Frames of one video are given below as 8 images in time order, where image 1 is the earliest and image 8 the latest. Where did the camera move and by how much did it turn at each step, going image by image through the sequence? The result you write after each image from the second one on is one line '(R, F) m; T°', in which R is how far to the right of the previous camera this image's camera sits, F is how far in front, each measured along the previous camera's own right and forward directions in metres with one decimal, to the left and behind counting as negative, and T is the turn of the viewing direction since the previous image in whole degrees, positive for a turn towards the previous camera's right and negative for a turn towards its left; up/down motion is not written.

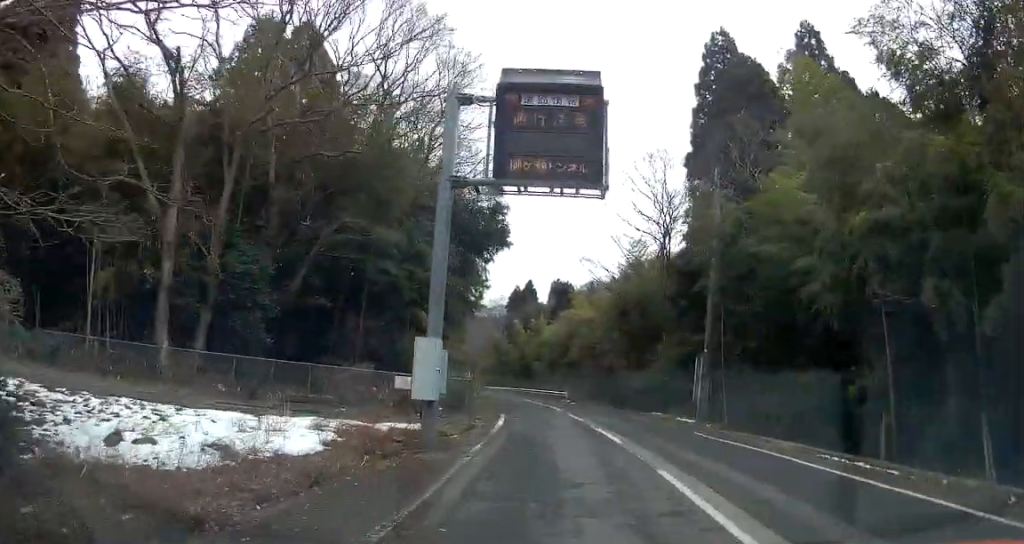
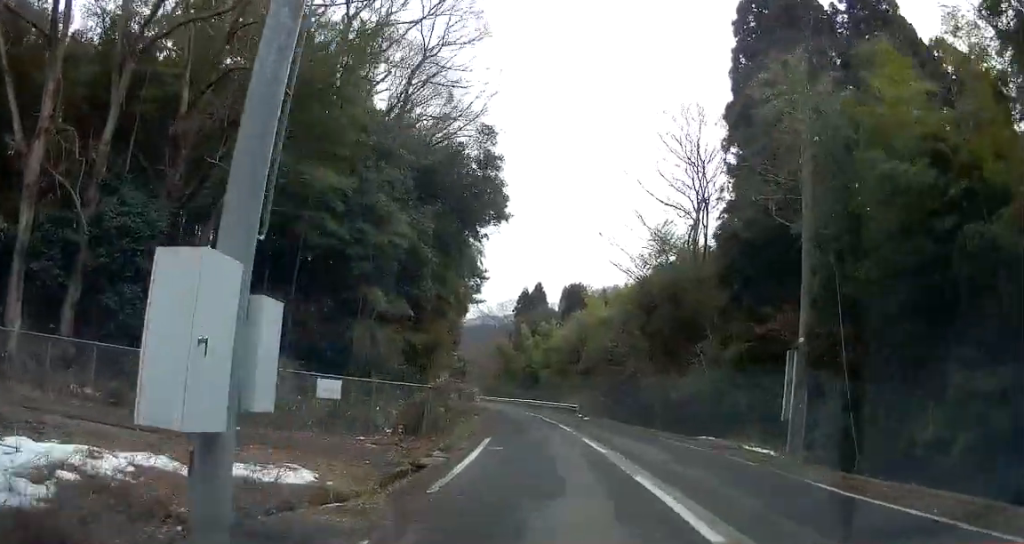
(-0.2, +8.9) m; 0°
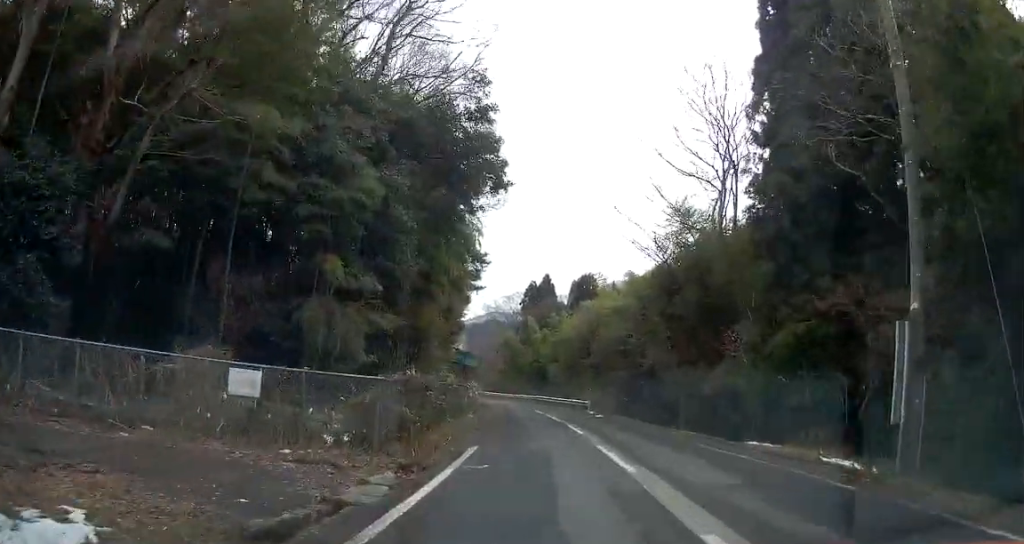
(-0.1, +4.9) m; +1°
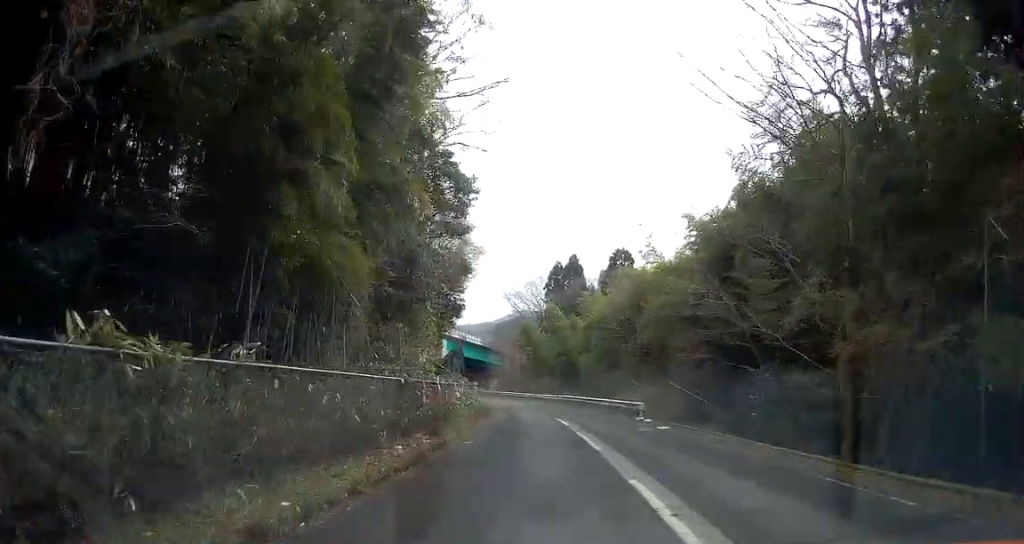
(+0.4, +16.4) m; -2°
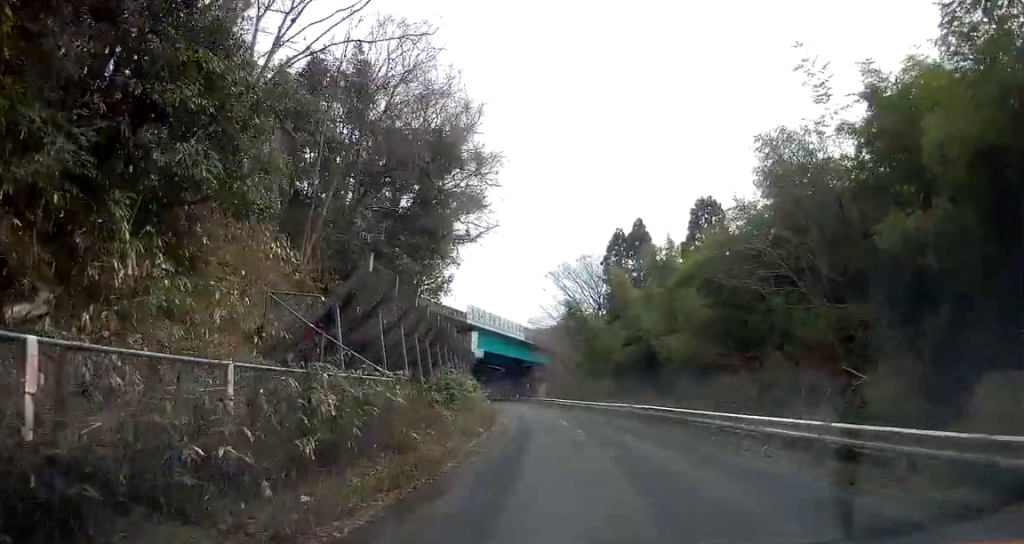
(-1.6, +24.4) m; -6°
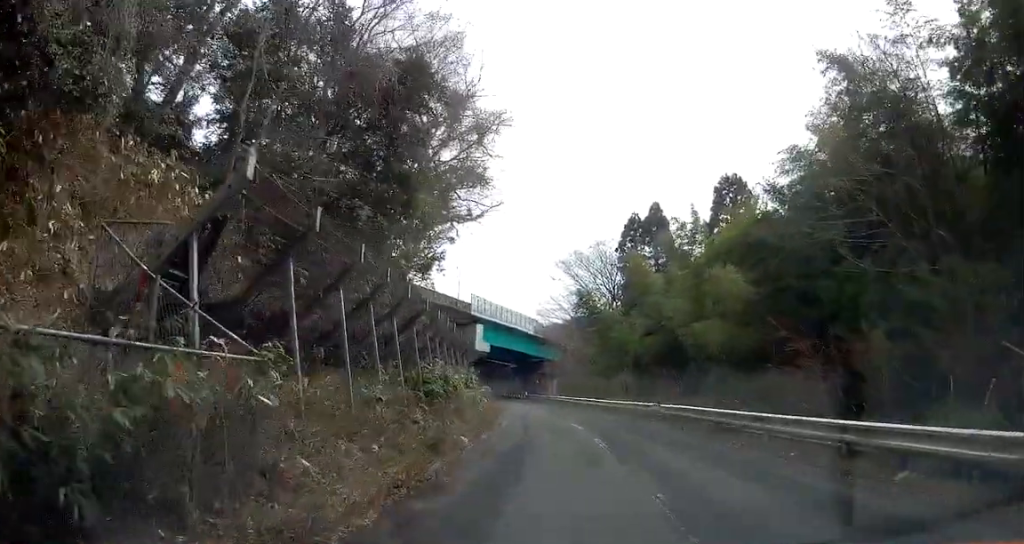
(-0.2, +5.8) m; -1°
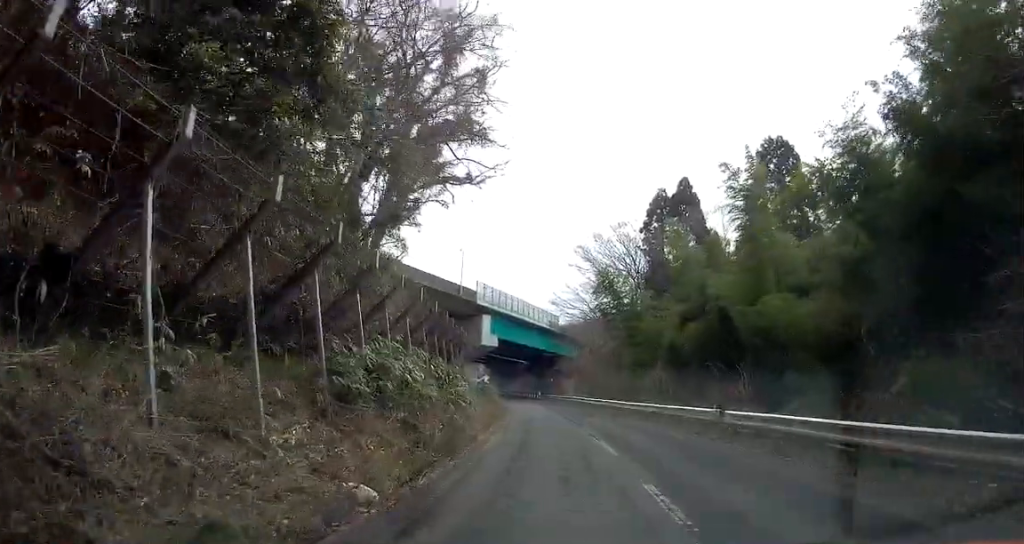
(-0.2, +8.8) m; -2°
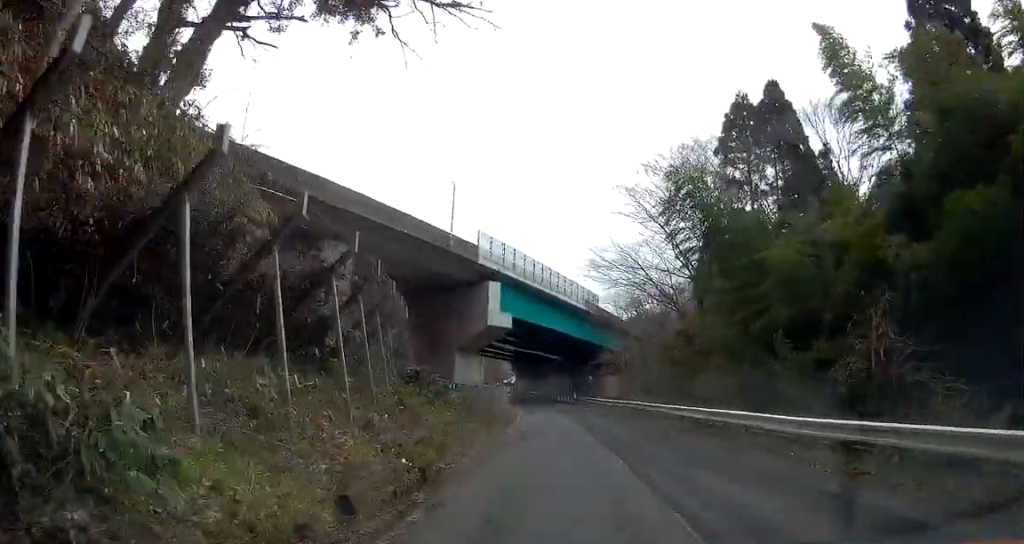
(-0.8, +22.4) m; -4°
